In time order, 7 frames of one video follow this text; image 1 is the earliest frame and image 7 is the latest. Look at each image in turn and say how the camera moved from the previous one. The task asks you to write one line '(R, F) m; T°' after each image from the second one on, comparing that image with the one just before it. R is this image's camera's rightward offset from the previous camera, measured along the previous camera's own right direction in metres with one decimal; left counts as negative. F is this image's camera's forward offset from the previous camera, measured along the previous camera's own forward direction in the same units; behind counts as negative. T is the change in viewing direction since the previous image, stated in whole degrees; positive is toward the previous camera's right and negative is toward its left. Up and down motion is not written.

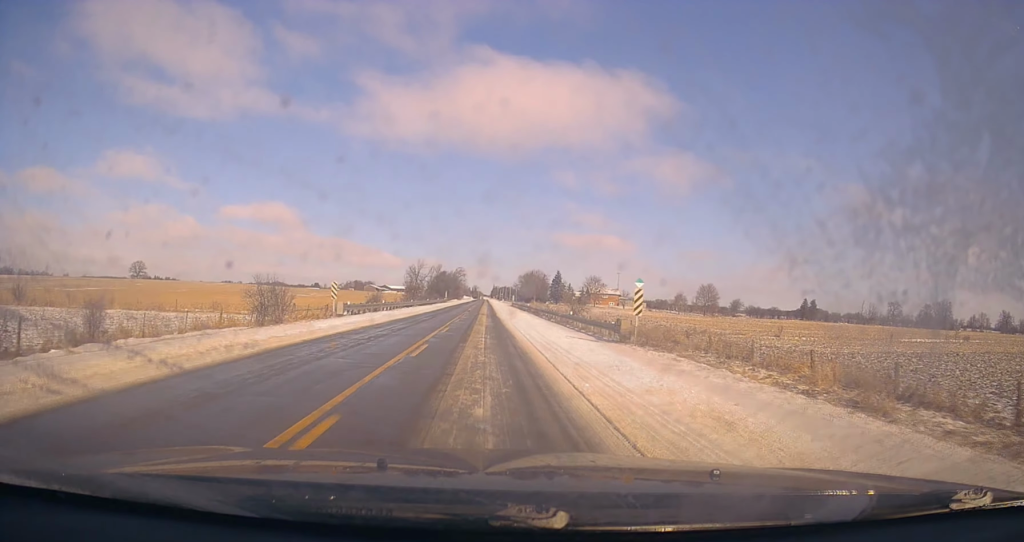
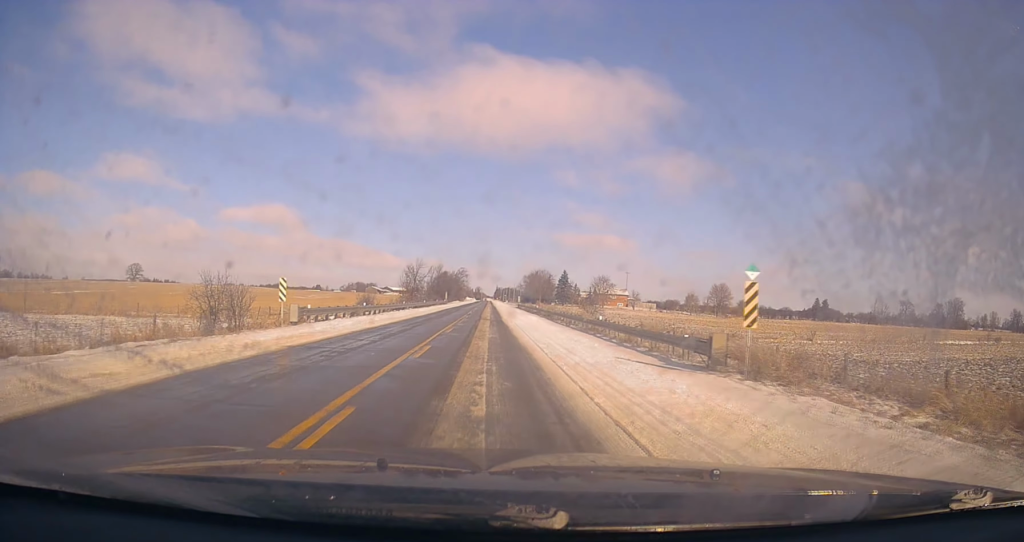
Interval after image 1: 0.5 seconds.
(+0.2, +9.1) m; 0°
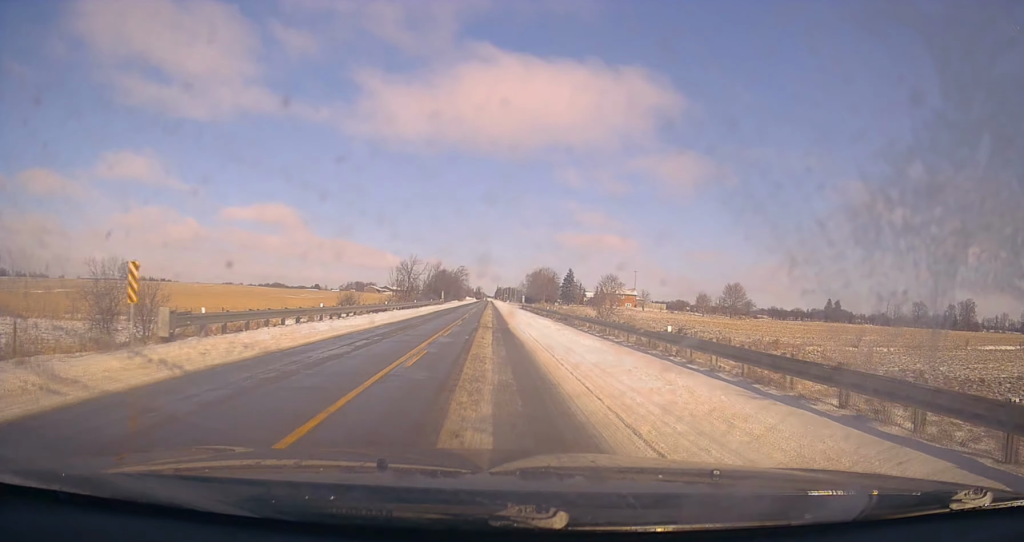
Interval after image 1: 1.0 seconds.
(-0.3, +10.4) m; -1°
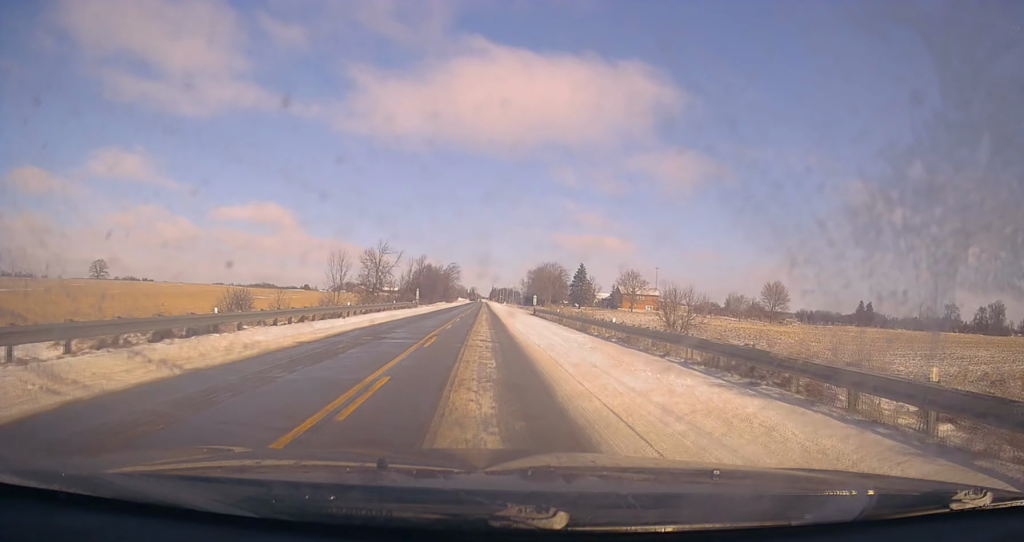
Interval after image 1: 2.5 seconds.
(-0.1, +31.2) m; +1°
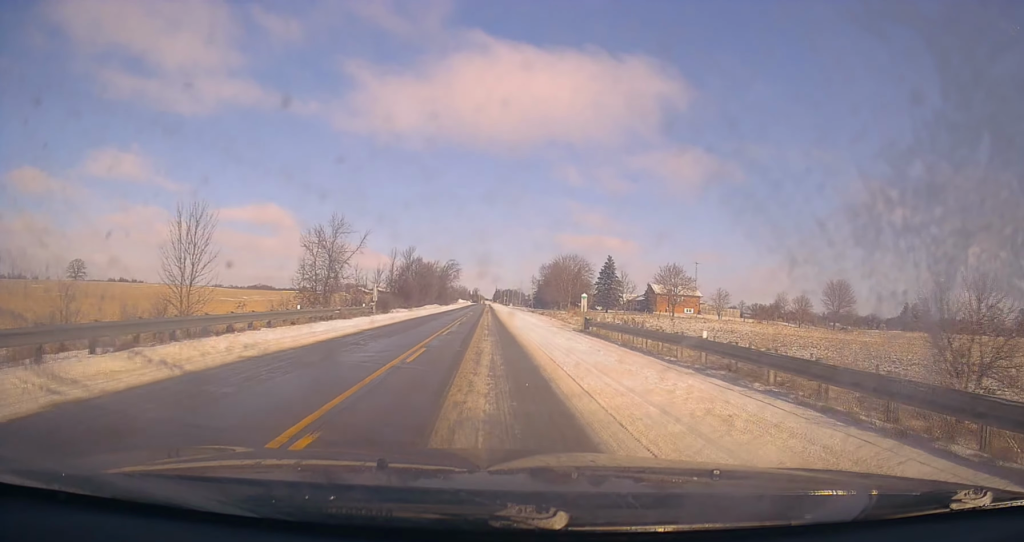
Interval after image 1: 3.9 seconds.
(+0.5, +29.7) m; 0°
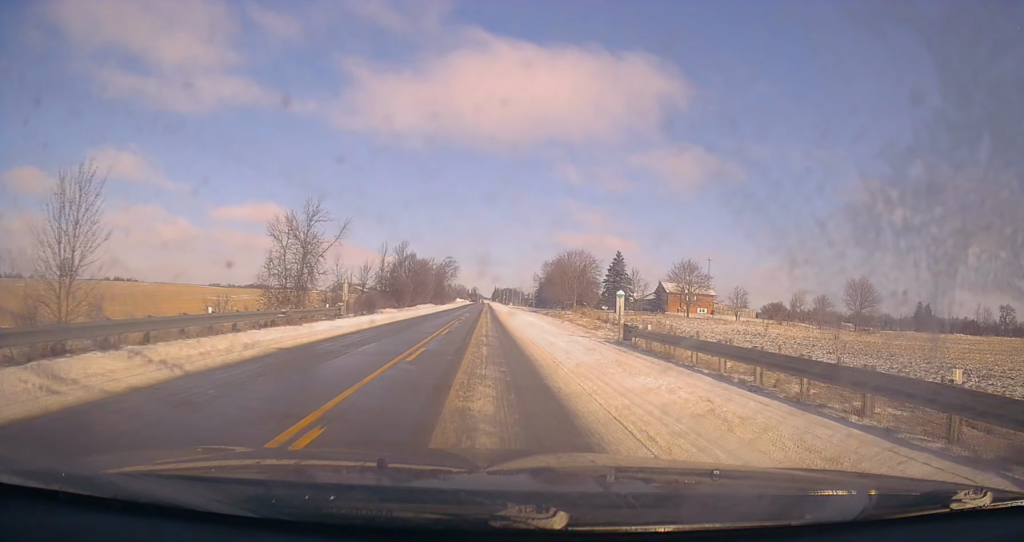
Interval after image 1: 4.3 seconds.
(+0.1, +9.0) m; 0°
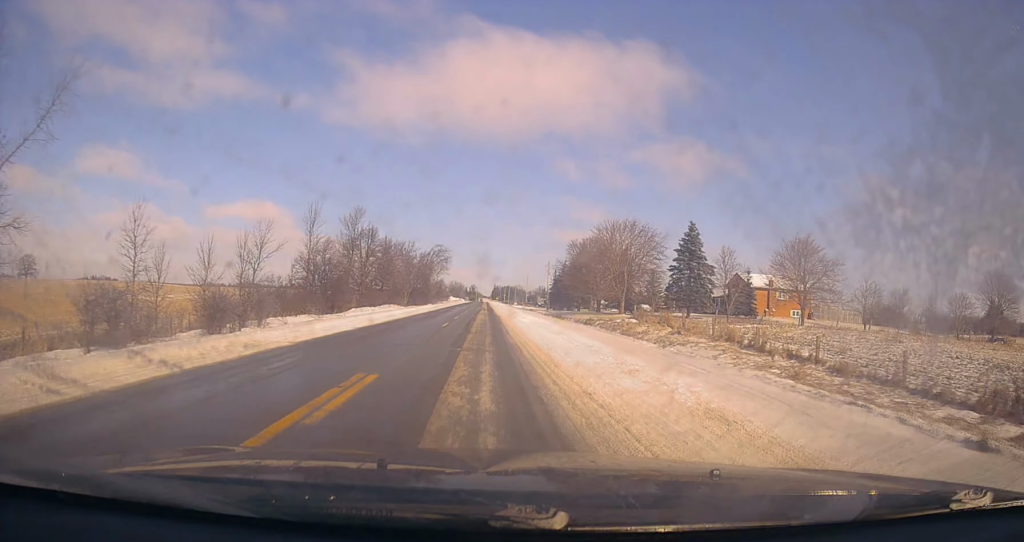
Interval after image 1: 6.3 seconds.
(-0.7, +40.5) m; 0°
